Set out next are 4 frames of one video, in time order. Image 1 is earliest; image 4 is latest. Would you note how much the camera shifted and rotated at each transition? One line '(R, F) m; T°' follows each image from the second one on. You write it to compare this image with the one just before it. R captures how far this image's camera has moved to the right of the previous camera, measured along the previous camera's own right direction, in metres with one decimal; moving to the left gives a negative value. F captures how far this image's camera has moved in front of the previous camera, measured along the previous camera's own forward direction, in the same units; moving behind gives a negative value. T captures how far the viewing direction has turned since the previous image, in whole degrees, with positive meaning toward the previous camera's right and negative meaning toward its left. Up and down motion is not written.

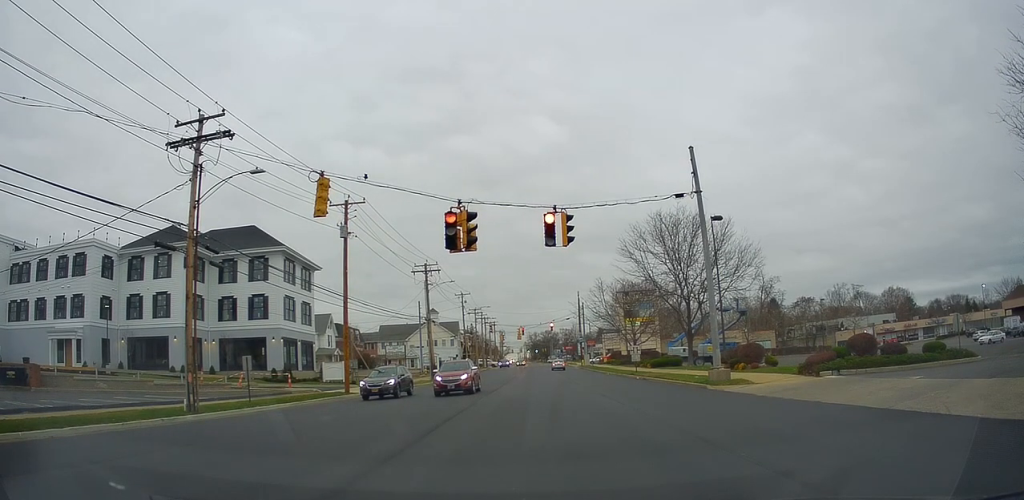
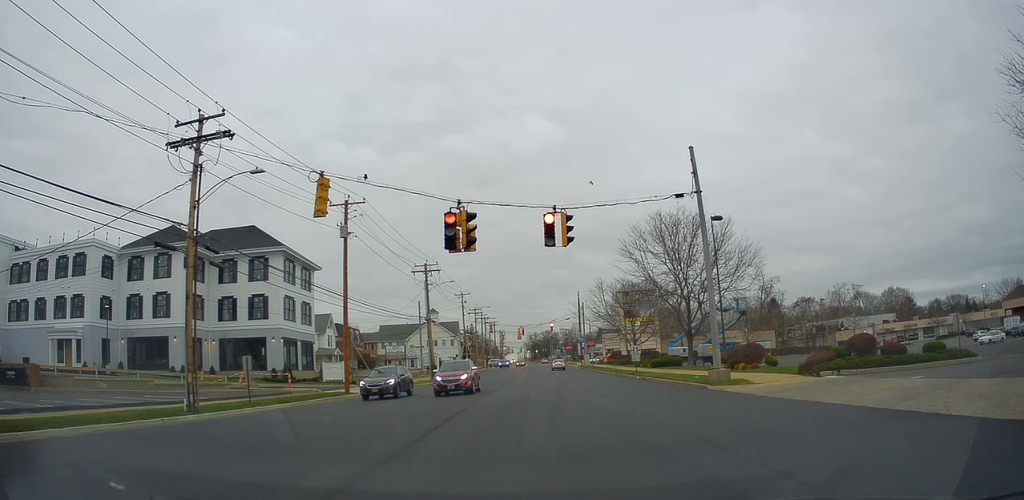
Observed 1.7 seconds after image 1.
(0.0, 0.0) m; 0°
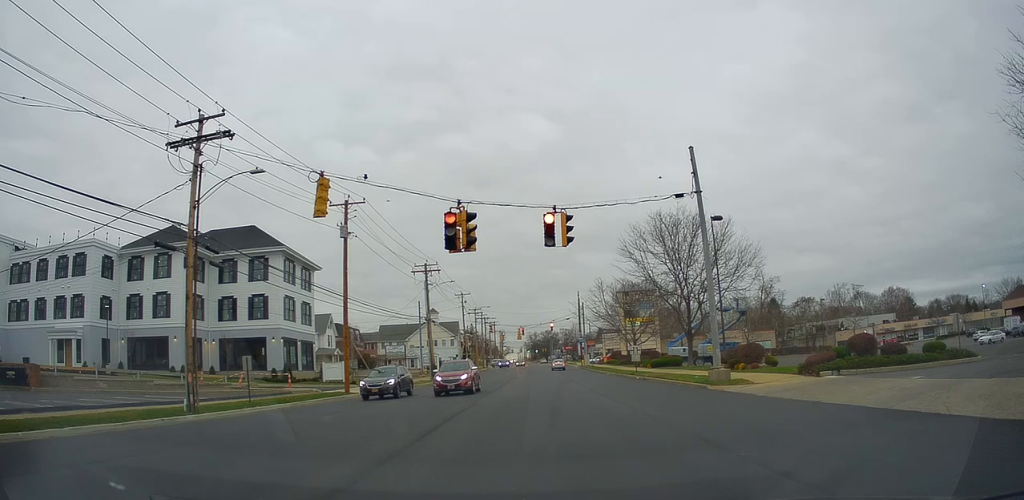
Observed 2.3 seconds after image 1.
(0.0, 0.0) m; 0°
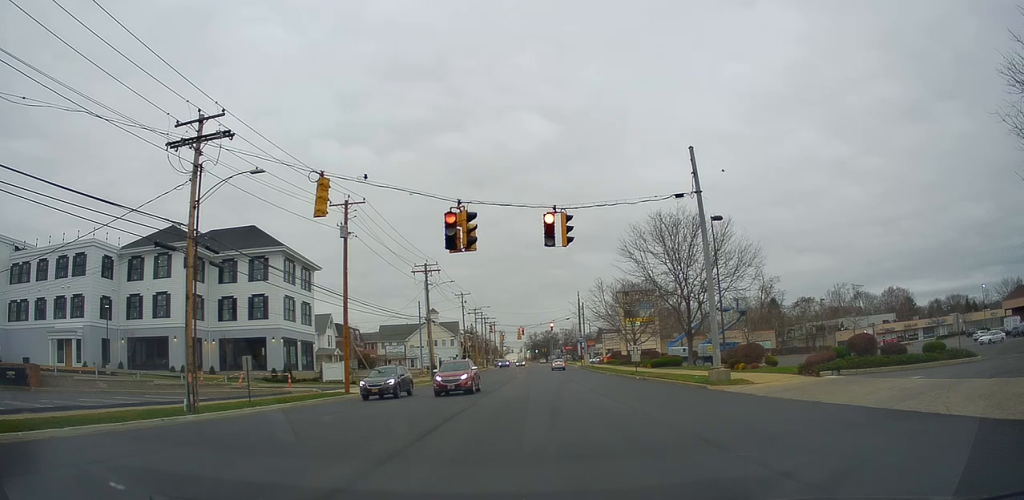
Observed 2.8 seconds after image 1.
(0.0, 0.0) m; 0°
